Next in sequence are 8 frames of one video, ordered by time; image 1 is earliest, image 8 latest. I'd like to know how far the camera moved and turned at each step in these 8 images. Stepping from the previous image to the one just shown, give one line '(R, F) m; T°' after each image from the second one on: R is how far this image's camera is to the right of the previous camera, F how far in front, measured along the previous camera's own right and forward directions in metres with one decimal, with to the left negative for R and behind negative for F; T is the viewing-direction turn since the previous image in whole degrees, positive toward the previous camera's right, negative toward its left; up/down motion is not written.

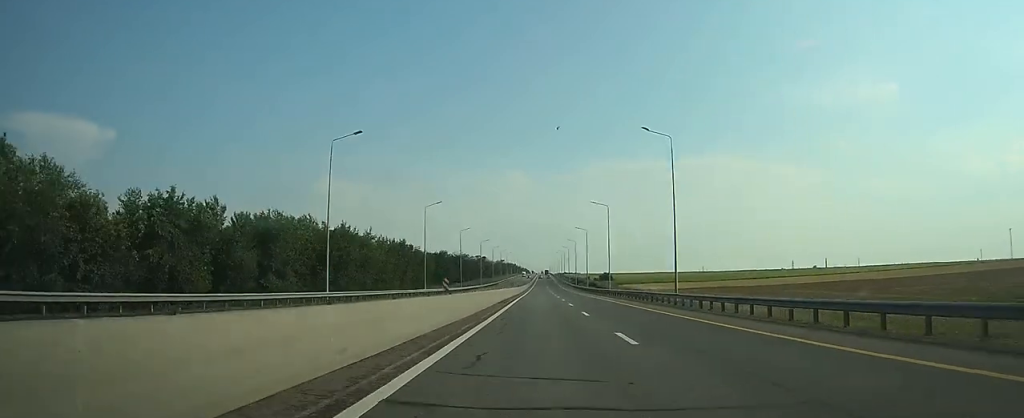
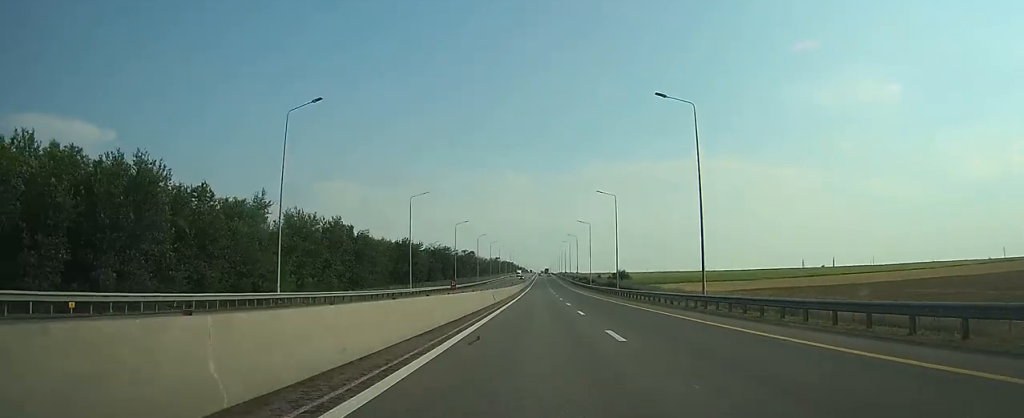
(-0.1, +47.3) m; 0°
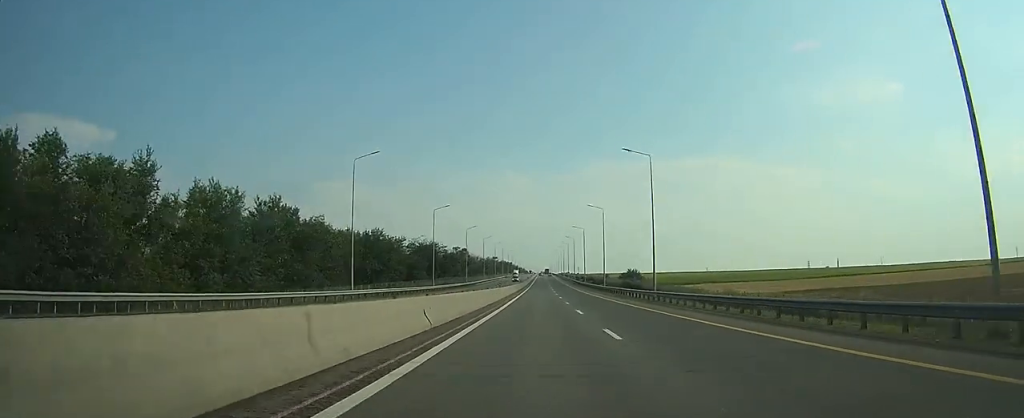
(0.0, +23.7) m; 0°
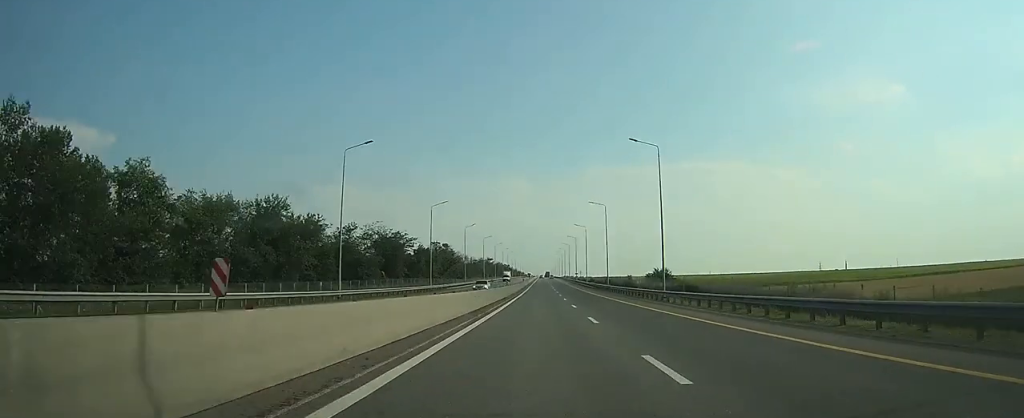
(0.0, +42.6) m; 0°
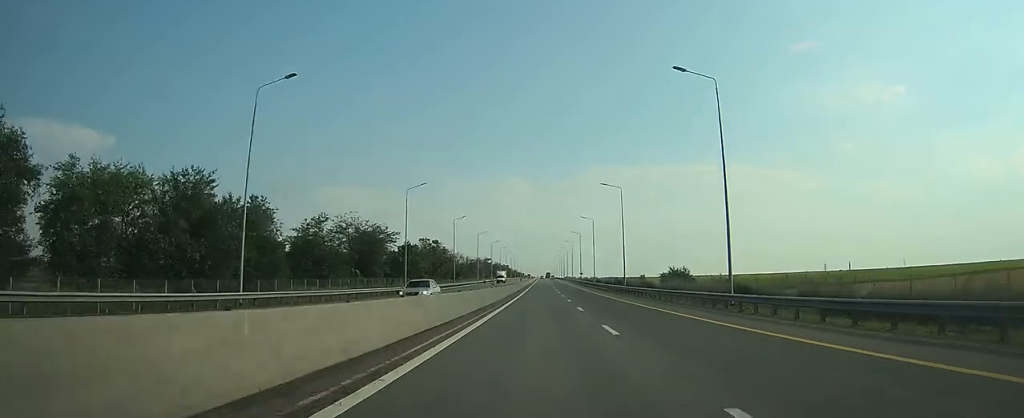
(0.0, +16.6) m; 0°
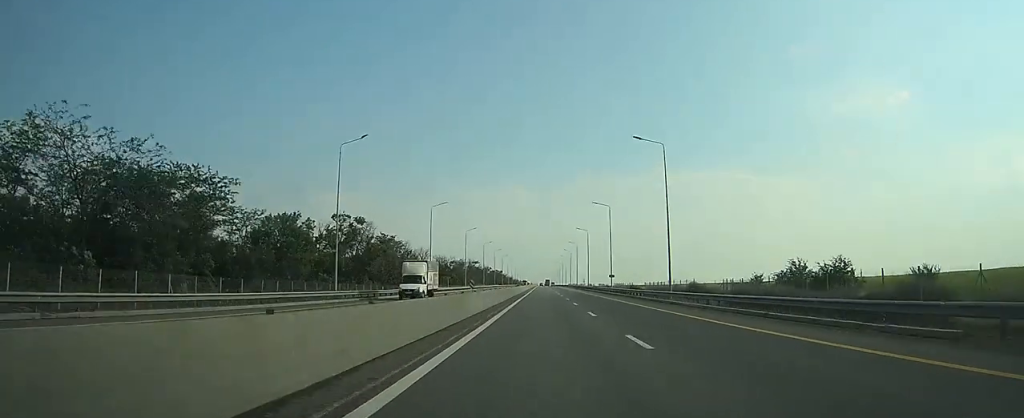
(-0.2, +63.8) m; 0°
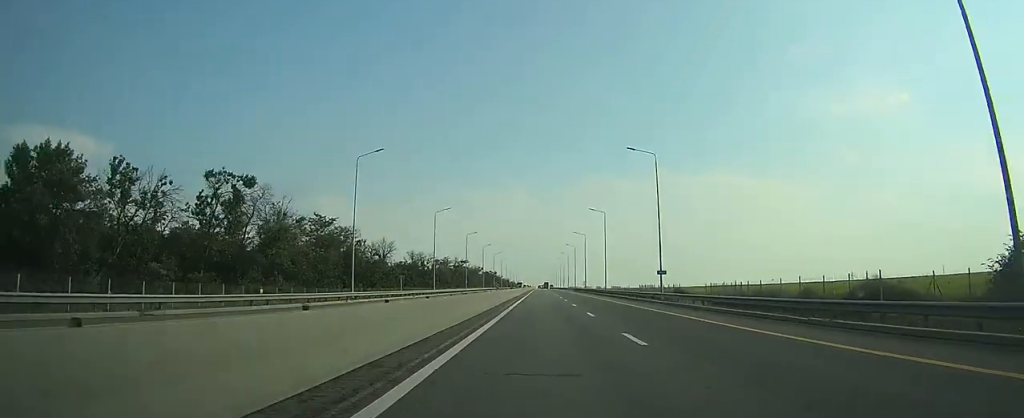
(0.0, +35.2) m; 0°
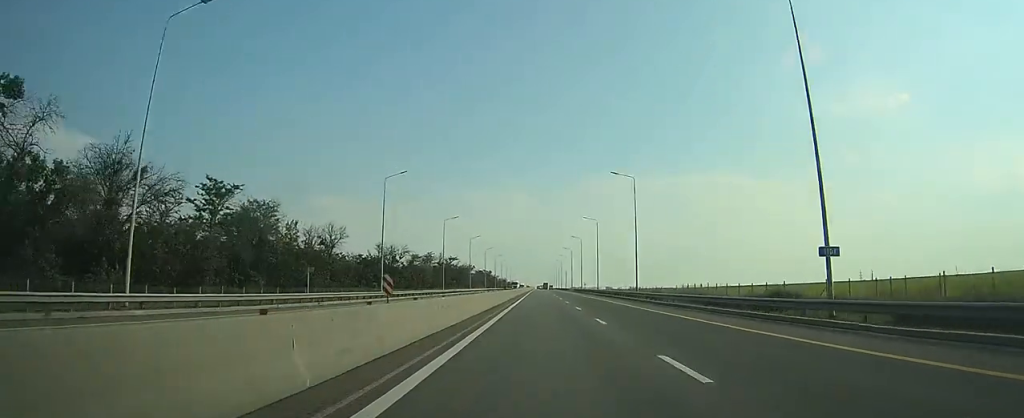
(+0.1, +29.2) m; 0°
